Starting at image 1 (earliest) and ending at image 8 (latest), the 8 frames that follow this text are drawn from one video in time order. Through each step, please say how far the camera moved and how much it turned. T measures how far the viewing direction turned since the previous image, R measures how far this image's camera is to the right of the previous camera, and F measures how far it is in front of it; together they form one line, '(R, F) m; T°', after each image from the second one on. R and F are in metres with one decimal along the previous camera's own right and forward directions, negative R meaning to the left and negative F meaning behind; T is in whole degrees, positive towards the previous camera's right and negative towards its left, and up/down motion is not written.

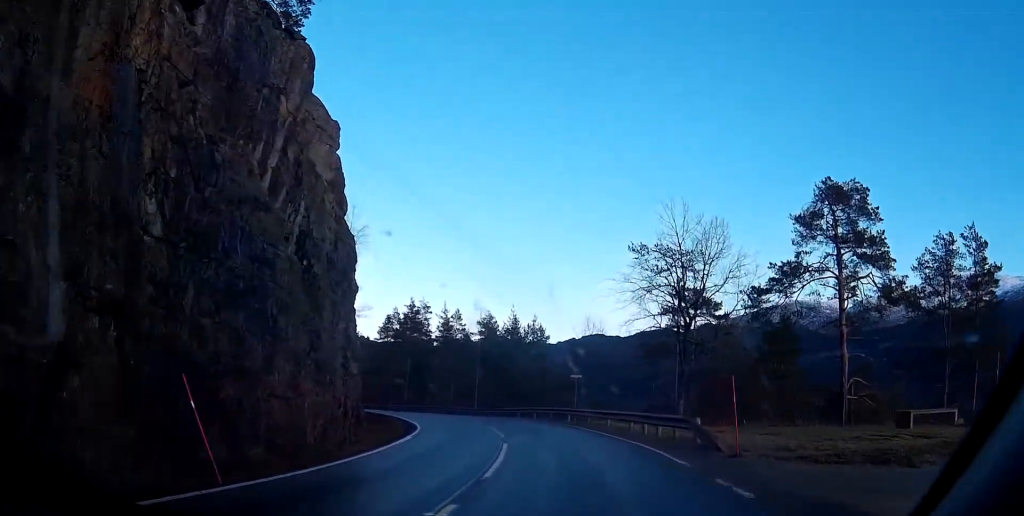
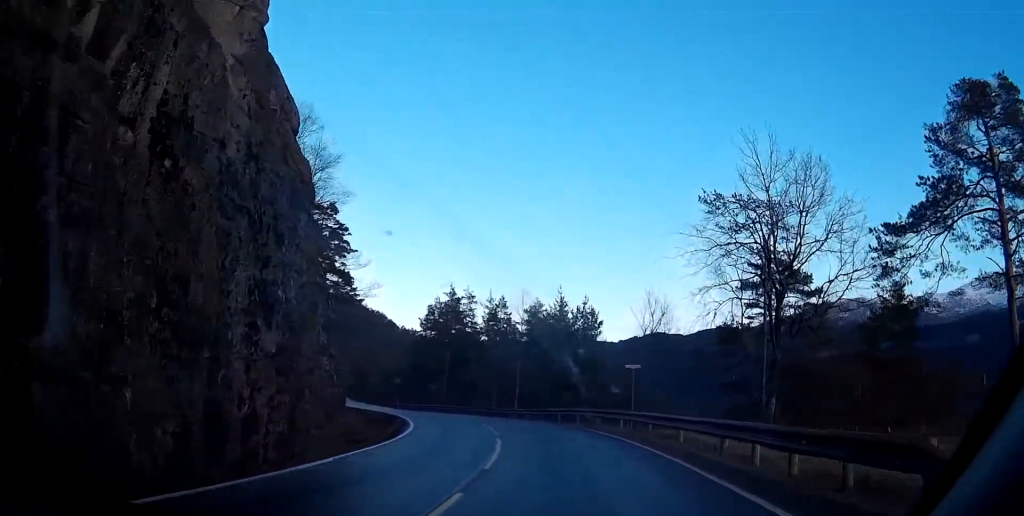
(-0.5, +11.2) m; -6°
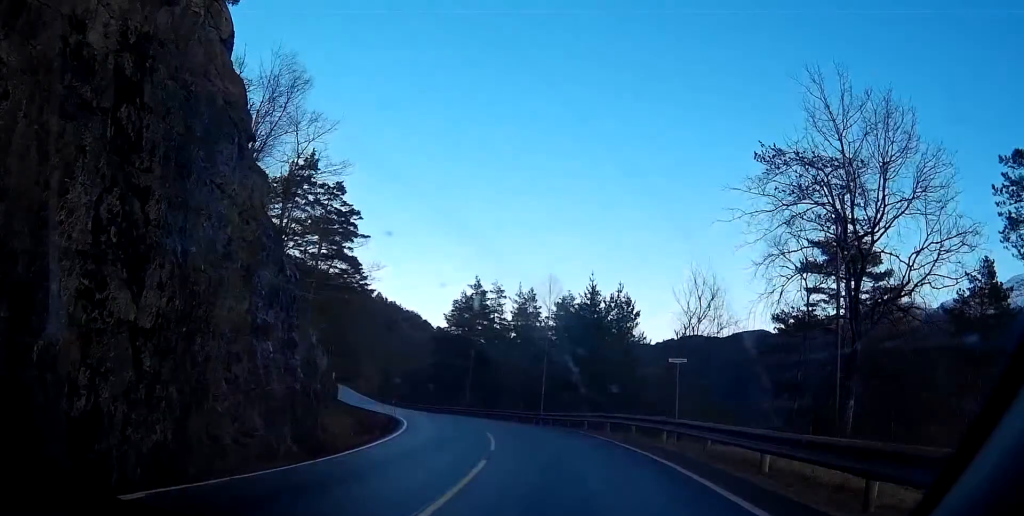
(-0.2, +7.0) m; -3°
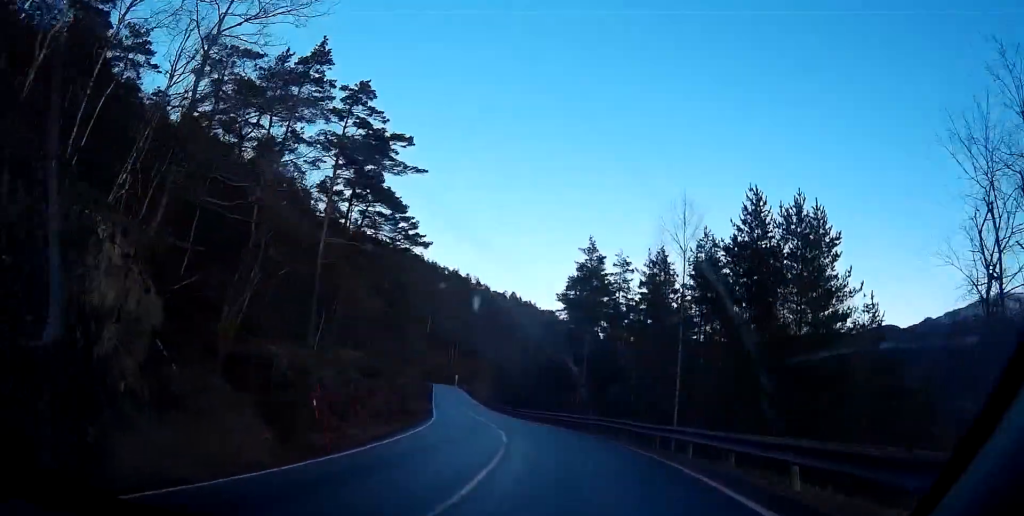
(-1.4, +21.0) m; -6°
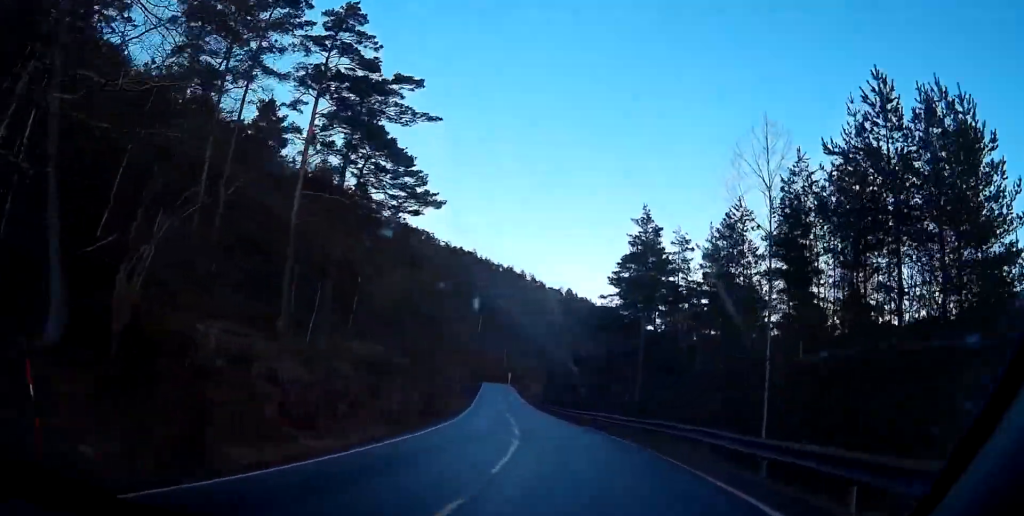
(+0.1, +9.3) m; -2°
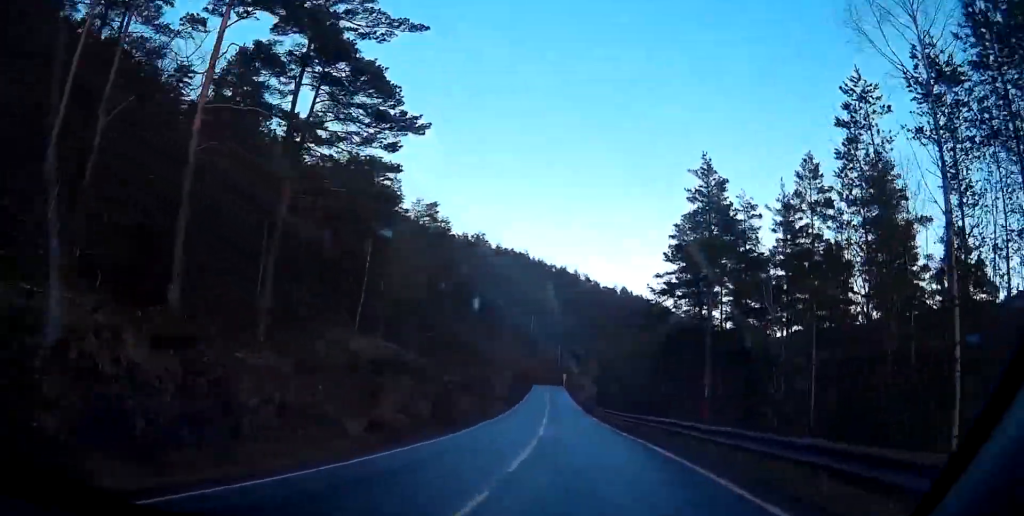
(-0.4, +11.0) m; -4°
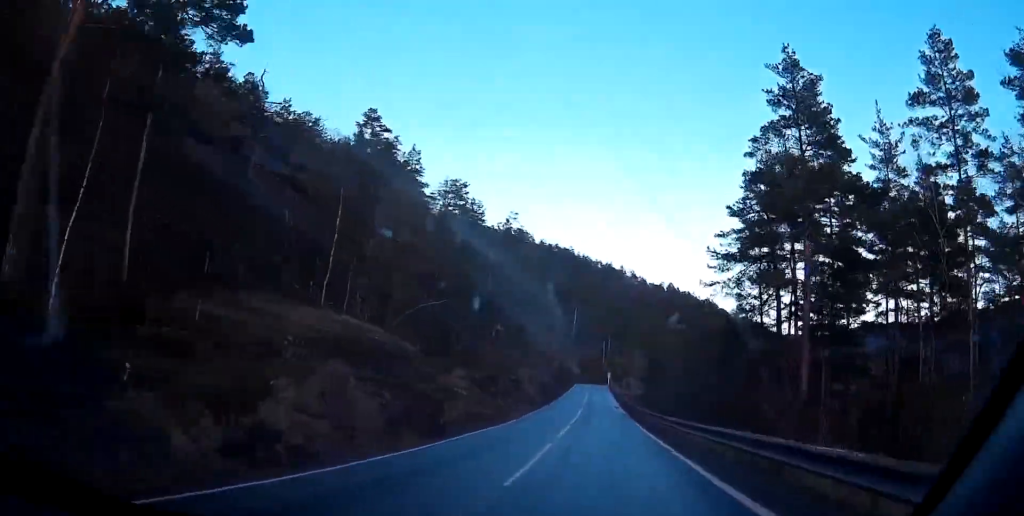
(-0.7, +13.9) m; -5°
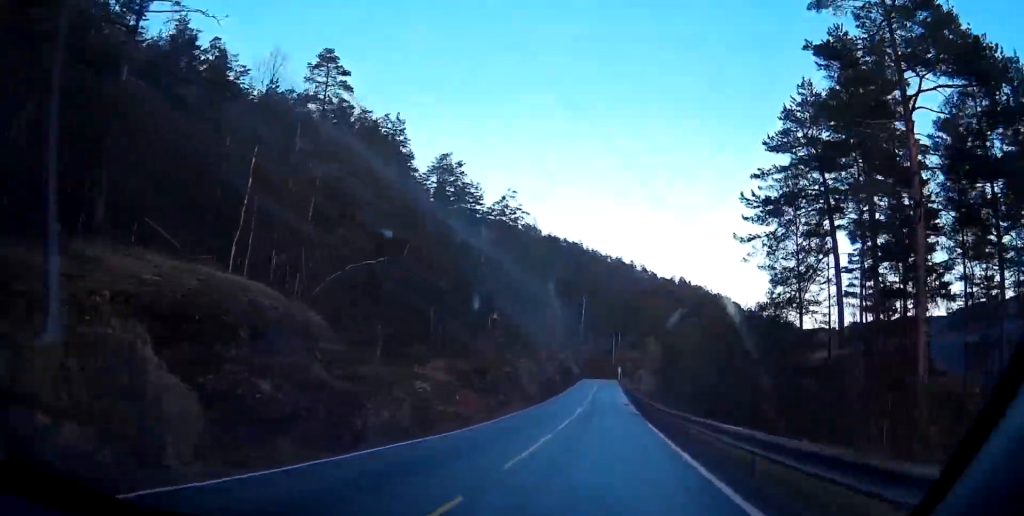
(-0.3, +11.0) m; -3°
